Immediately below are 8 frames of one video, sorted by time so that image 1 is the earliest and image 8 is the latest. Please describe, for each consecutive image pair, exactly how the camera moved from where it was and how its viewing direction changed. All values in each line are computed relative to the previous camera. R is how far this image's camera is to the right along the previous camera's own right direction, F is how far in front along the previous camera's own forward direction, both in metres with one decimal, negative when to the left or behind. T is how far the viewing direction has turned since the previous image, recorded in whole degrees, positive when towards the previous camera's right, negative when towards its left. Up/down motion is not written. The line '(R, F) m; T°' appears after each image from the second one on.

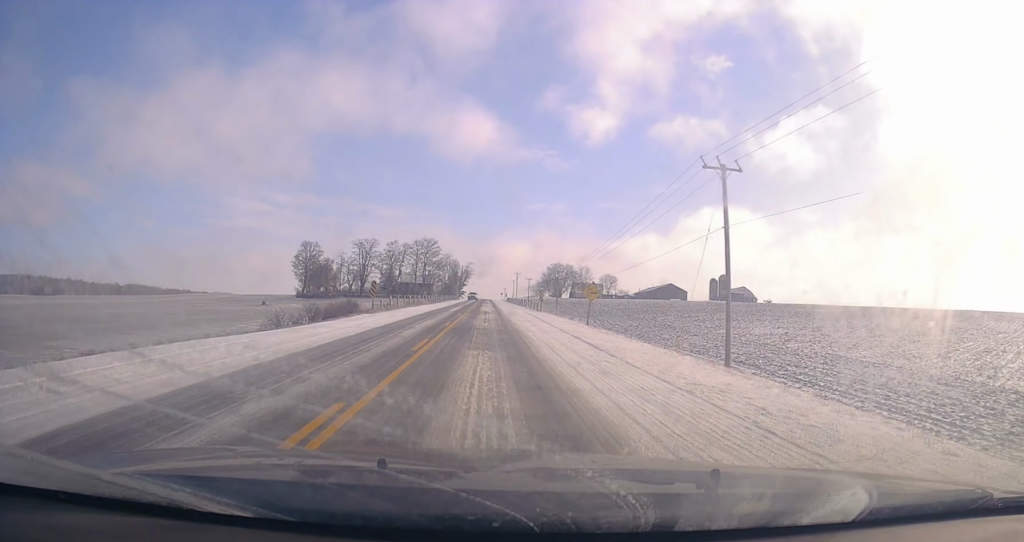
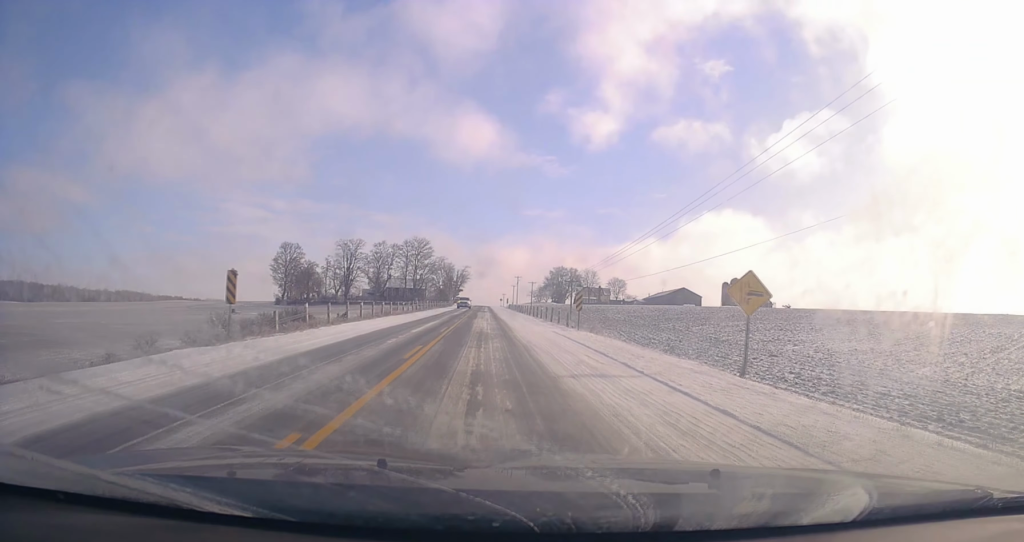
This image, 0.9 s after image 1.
(+0.1, +20.5) m; 0°
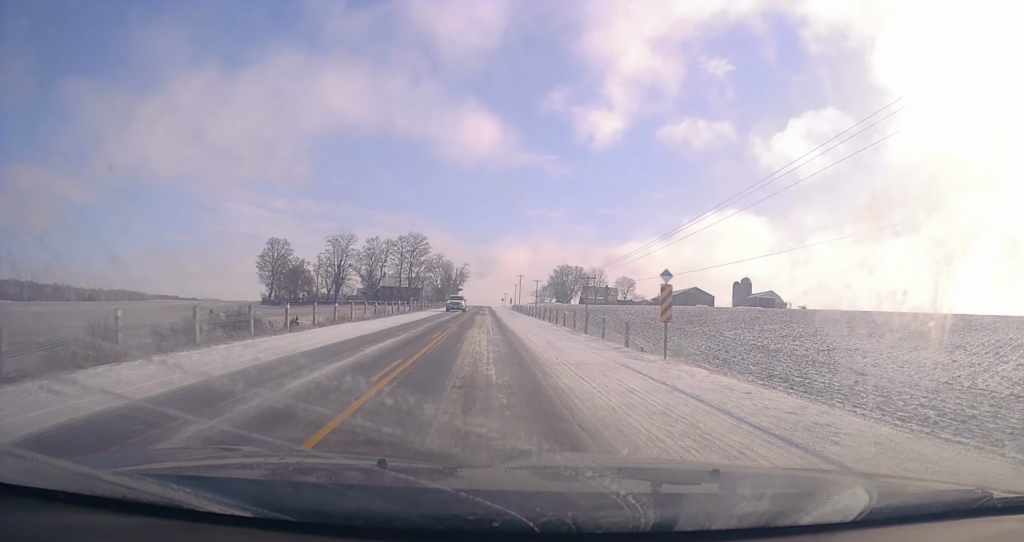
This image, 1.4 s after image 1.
(0.0, +13.5) m; 0°
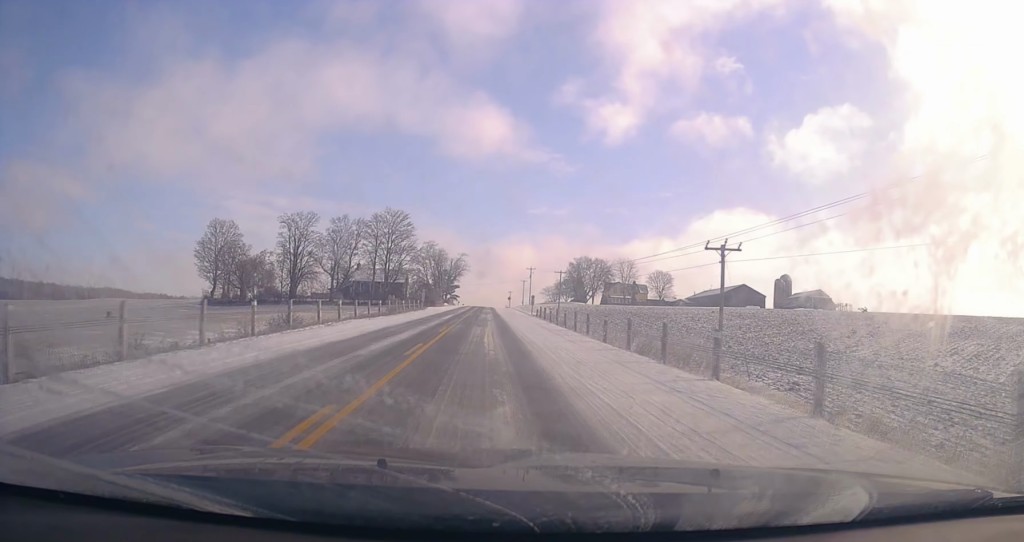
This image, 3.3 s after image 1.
(-0.2, +43.5) m; 0°
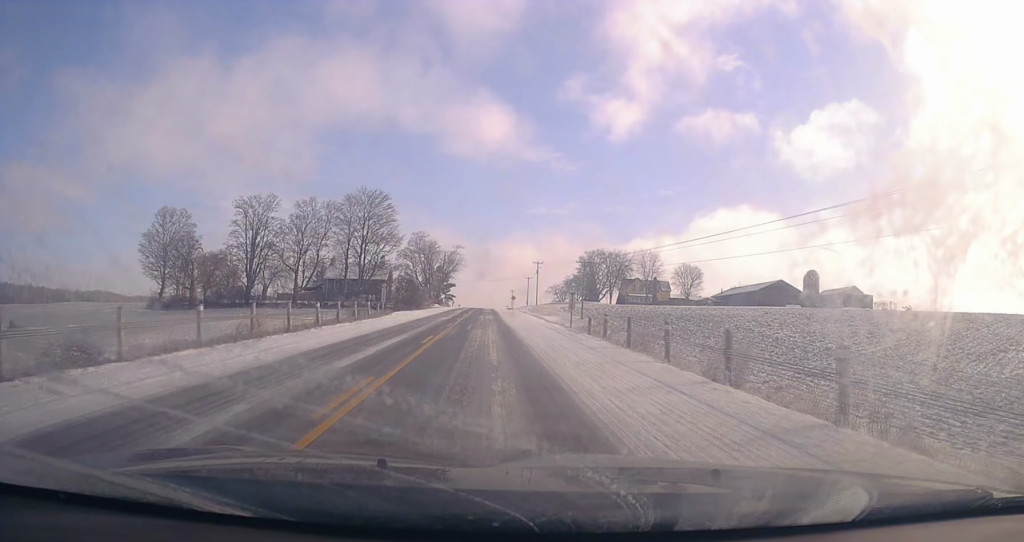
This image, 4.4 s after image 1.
(-0.1, +25.3) m; +1°
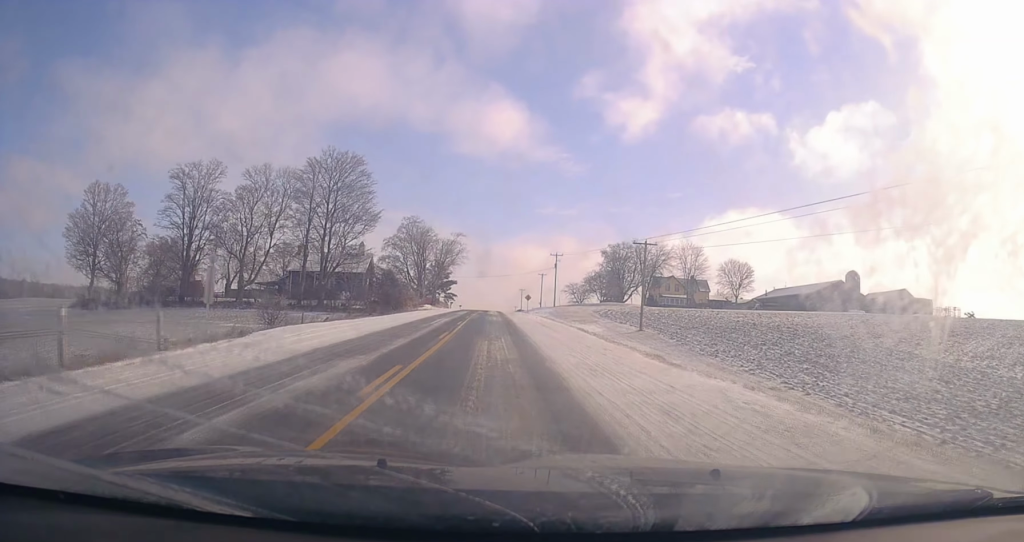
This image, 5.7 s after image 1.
(+0.2, +27.2) m; -1°
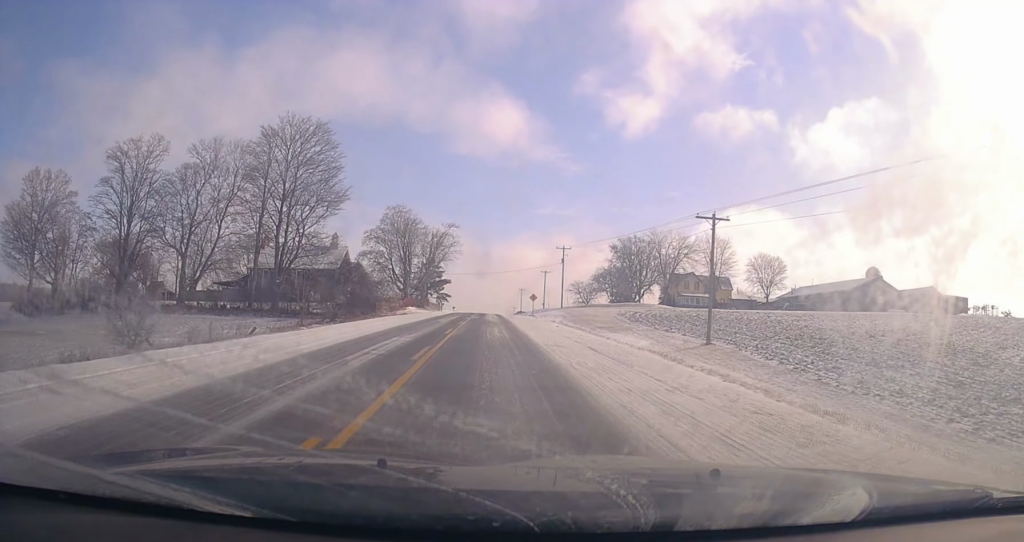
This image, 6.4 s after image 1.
(-0.5, +16.7) m; -1°
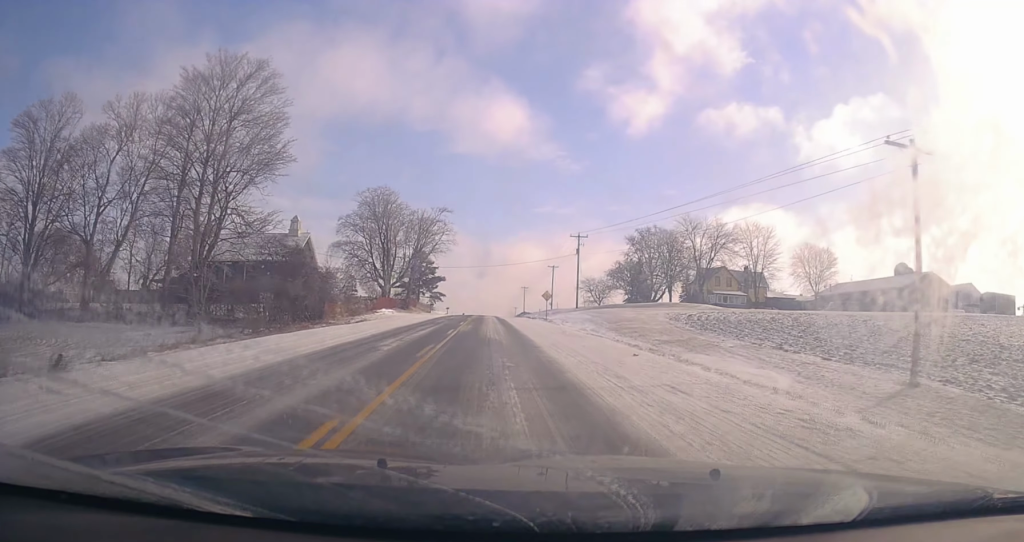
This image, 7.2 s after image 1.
(+0.4, +18.0) m; +1°
